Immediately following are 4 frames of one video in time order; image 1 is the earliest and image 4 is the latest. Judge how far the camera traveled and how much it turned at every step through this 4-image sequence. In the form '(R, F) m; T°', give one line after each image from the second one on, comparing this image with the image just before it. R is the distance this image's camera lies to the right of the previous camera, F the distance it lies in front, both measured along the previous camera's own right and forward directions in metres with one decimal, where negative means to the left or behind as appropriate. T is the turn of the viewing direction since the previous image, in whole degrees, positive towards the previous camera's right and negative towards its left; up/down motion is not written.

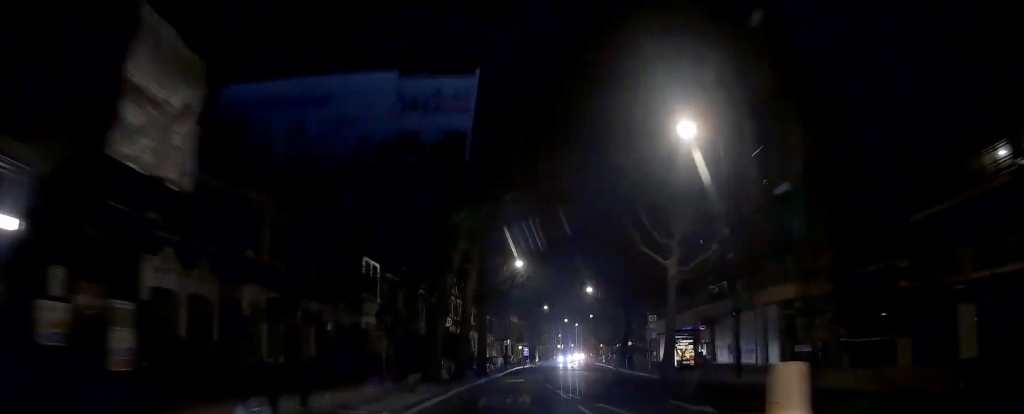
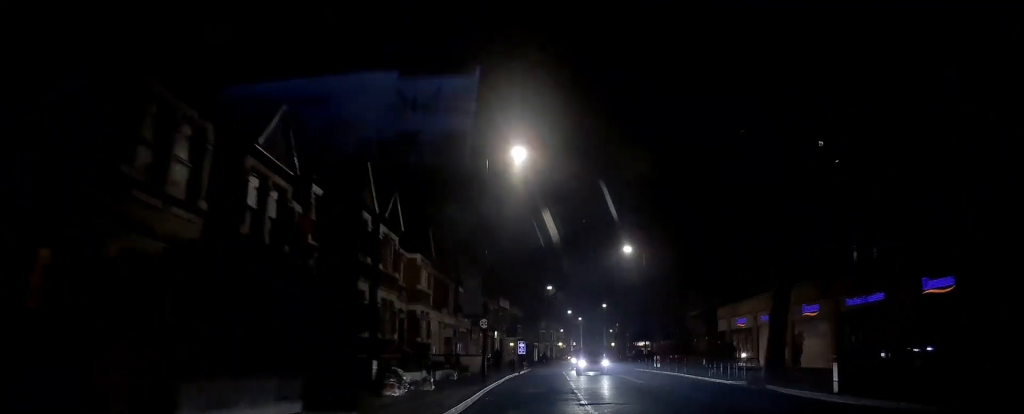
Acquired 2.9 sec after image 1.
(0.0, +29.5) m; +1°
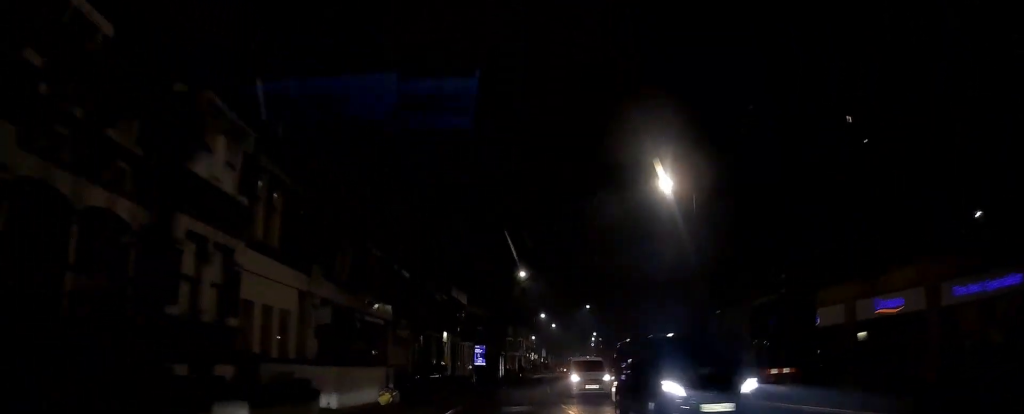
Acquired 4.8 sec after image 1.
(+0.8, +21.8) m; +5°
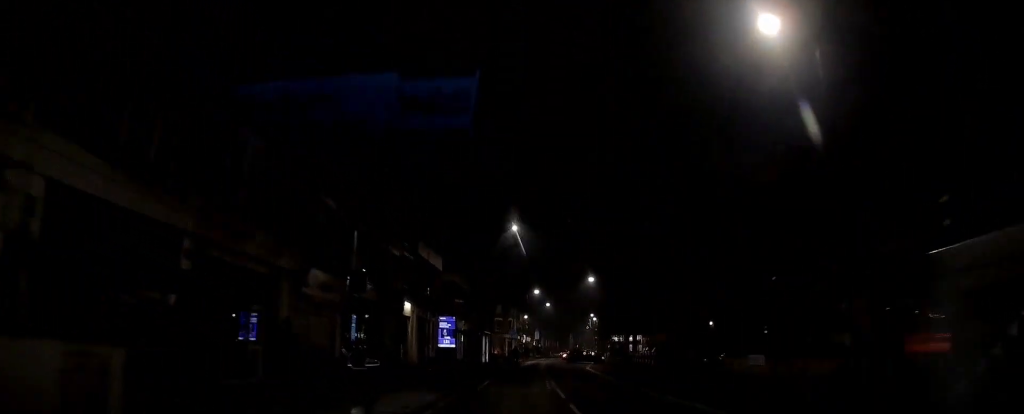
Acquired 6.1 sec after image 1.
(+0.4, +14.6) m; +2°
